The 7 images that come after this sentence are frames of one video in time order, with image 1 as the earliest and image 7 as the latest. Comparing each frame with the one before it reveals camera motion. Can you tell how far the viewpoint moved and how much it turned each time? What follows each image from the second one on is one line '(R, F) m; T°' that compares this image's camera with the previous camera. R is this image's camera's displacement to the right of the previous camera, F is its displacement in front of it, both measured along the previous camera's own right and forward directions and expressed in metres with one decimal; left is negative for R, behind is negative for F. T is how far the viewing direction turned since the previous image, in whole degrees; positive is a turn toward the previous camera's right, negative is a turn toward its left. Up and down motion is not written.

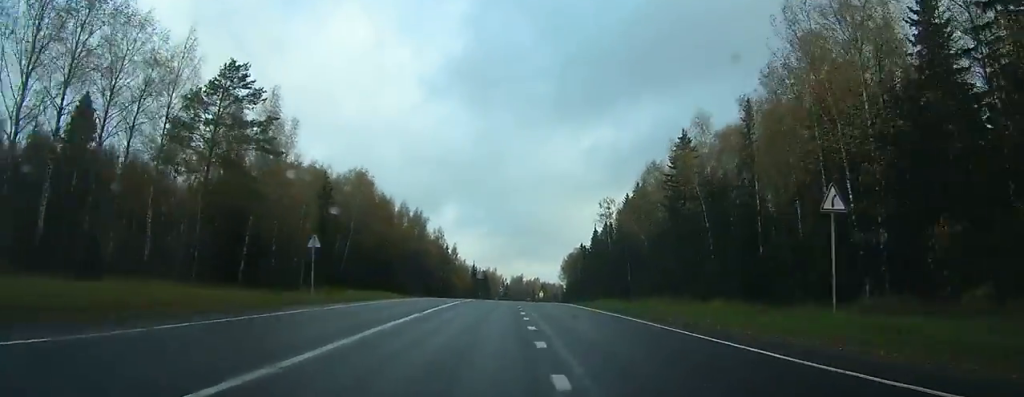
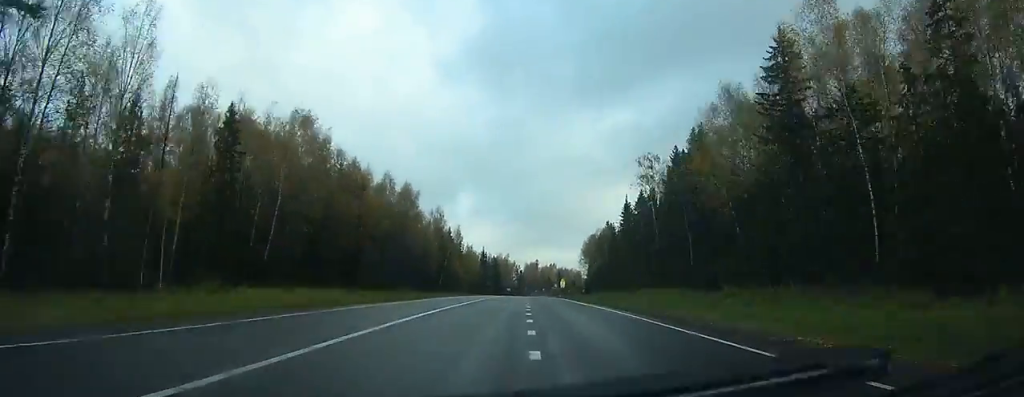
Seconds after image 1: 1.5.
(-0.5, +30.8) m; -1°
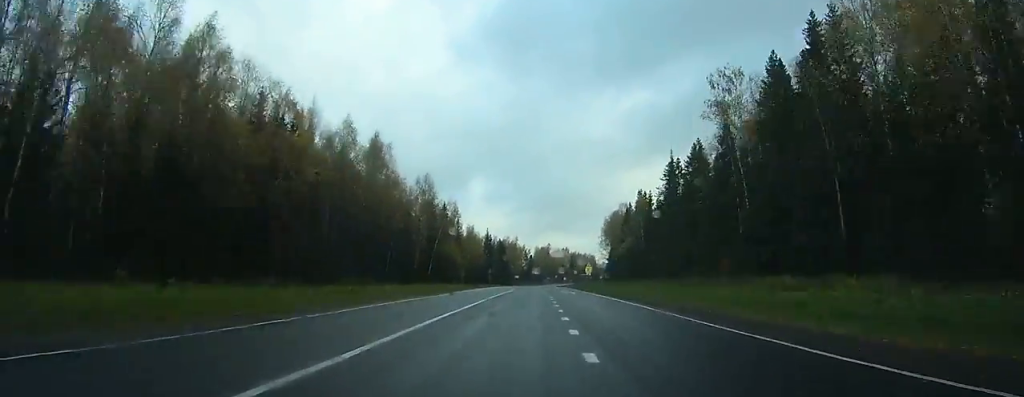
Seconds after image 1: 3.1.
(-0.2, +33.5) m; 0°
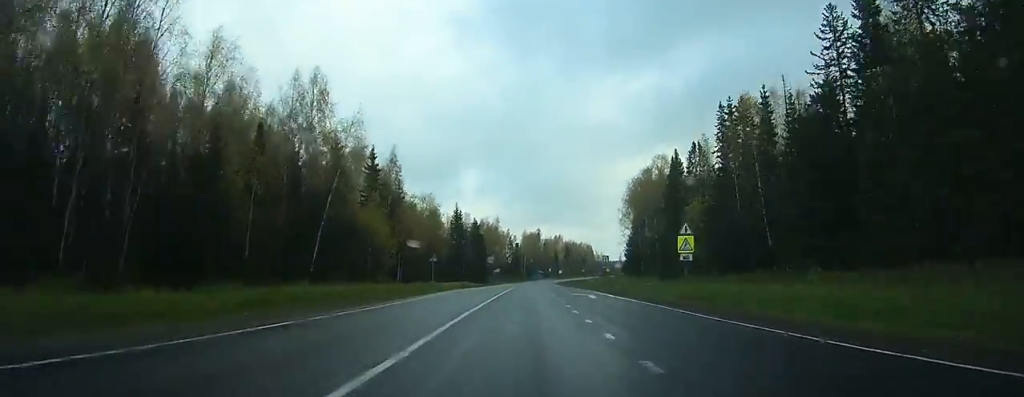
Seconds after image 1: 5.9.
(+0.3, +61.9) m; +1°
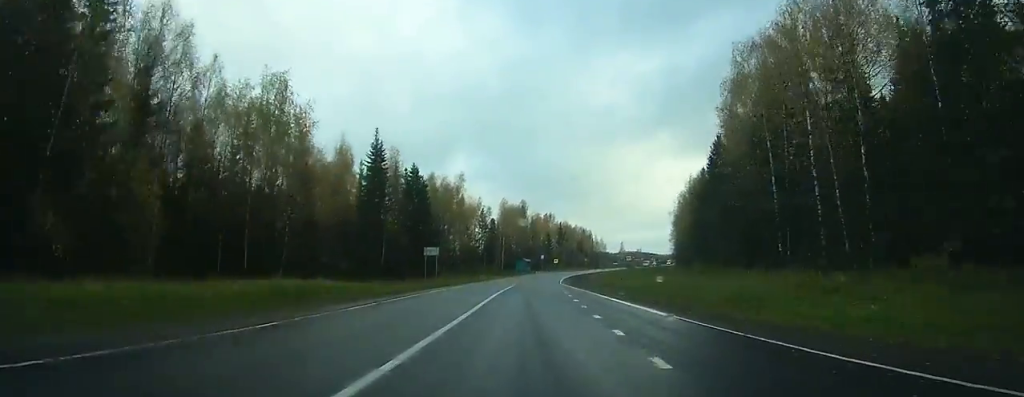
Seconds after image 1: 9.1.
(+1.4, +72.5) m; +3°
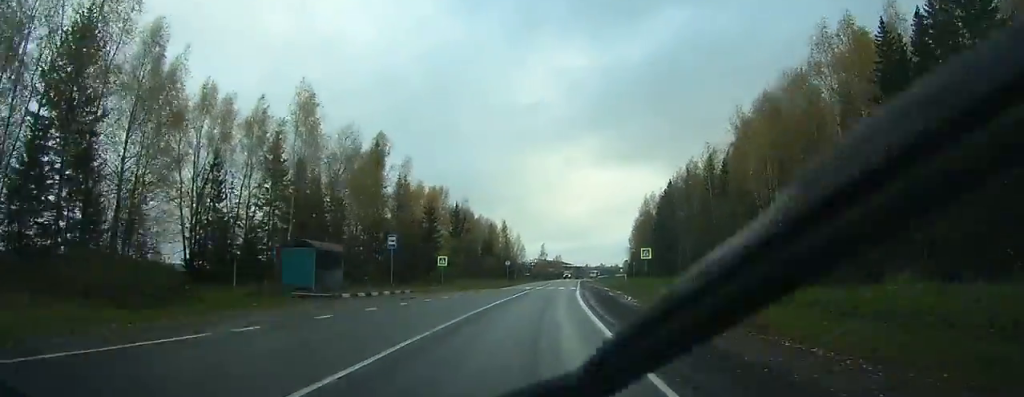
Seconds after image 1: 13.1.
(+5.1, +93.9) m; +8°
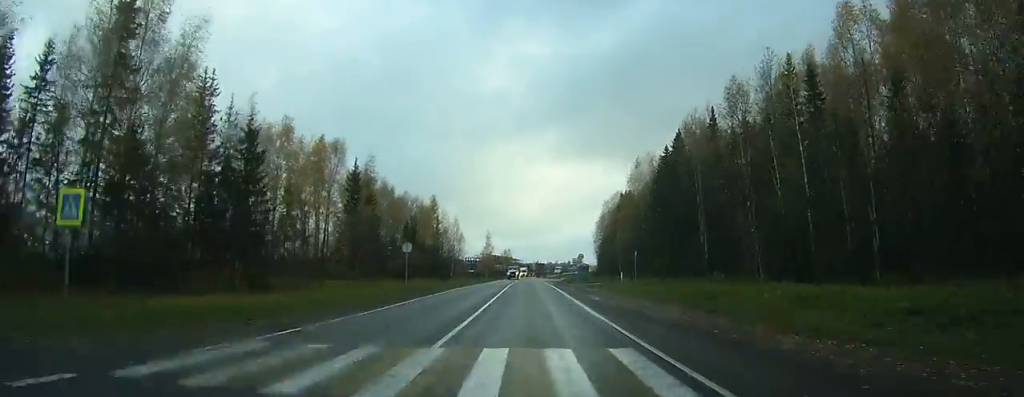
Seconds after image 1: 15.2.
(+2.2, +46.8) m; +5°
